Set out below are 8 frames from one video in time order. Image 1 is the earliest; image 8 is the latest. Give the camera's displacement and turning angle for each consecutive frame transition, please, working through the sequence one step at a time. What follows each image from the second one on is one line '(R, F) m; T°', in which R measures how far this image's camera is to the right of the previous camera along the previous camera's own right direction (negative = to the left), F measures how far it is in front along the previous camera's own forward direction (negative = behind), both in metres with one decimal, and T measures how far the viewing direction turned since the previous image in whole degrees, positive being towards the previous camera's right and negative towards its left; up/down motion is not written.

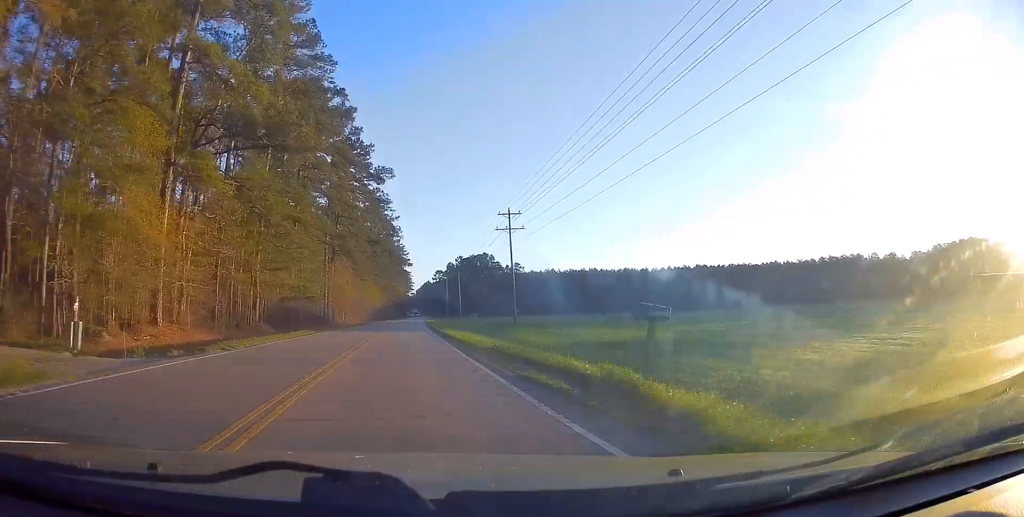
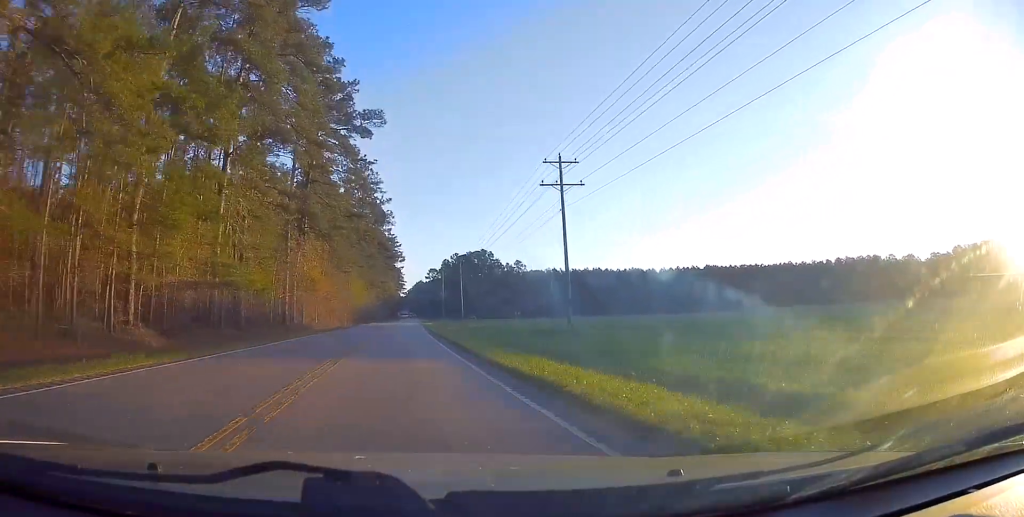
(0.0, +21.7) m; 0°
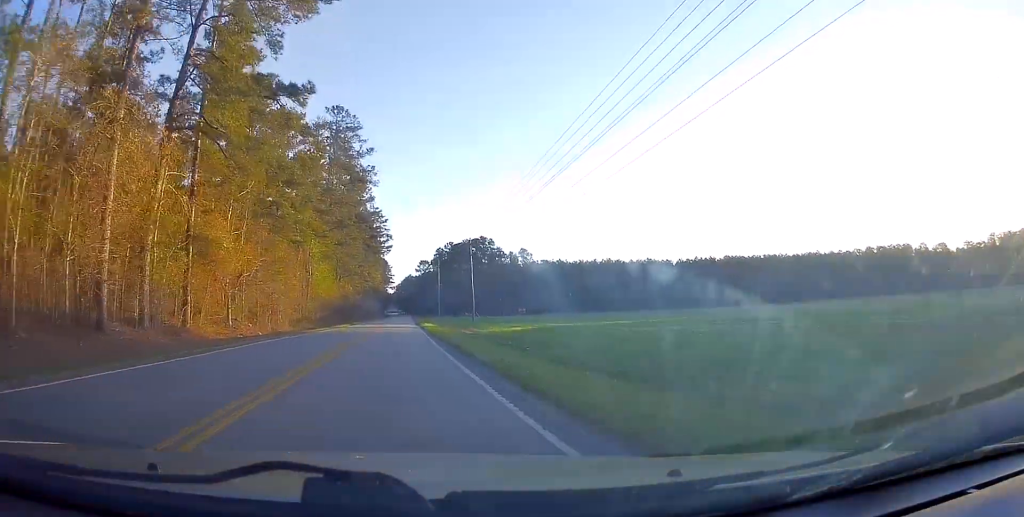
(+0.2, +34.4) m; +1°
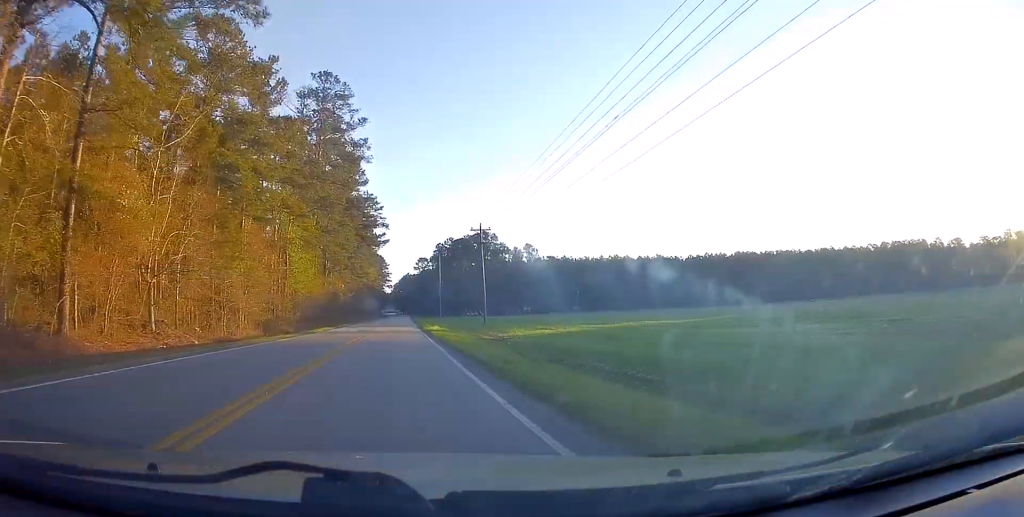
(0.0, +13.3) m; 0°
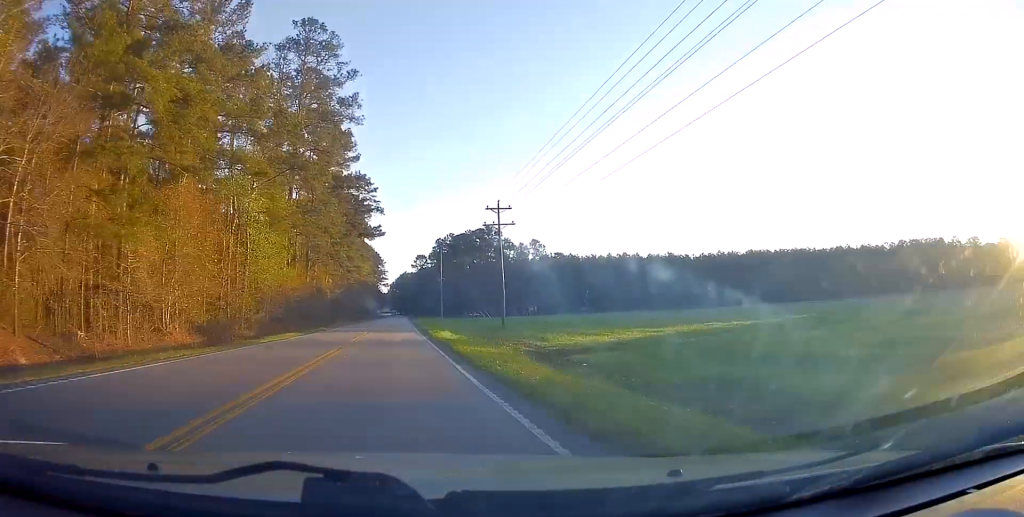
(+0.1, +14.5) m; +1°
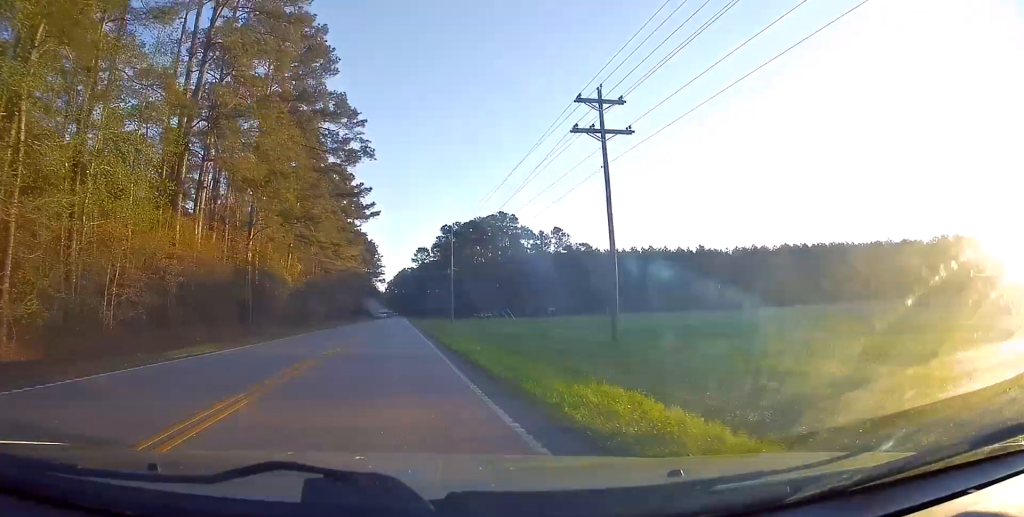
(+0.4, +28.9) m; +1°
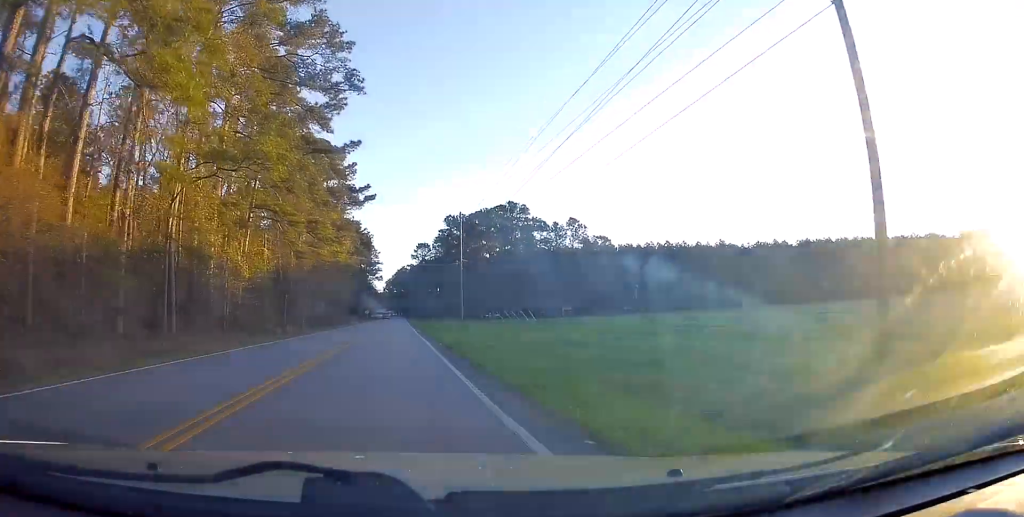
(0.0, +16.2) m; 0°
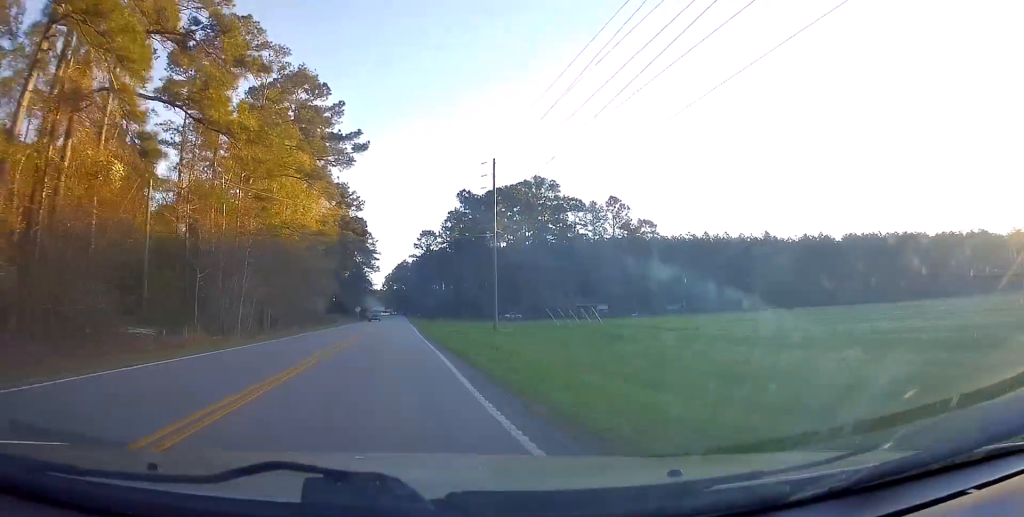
(0.0, +28.1) m; +1°
